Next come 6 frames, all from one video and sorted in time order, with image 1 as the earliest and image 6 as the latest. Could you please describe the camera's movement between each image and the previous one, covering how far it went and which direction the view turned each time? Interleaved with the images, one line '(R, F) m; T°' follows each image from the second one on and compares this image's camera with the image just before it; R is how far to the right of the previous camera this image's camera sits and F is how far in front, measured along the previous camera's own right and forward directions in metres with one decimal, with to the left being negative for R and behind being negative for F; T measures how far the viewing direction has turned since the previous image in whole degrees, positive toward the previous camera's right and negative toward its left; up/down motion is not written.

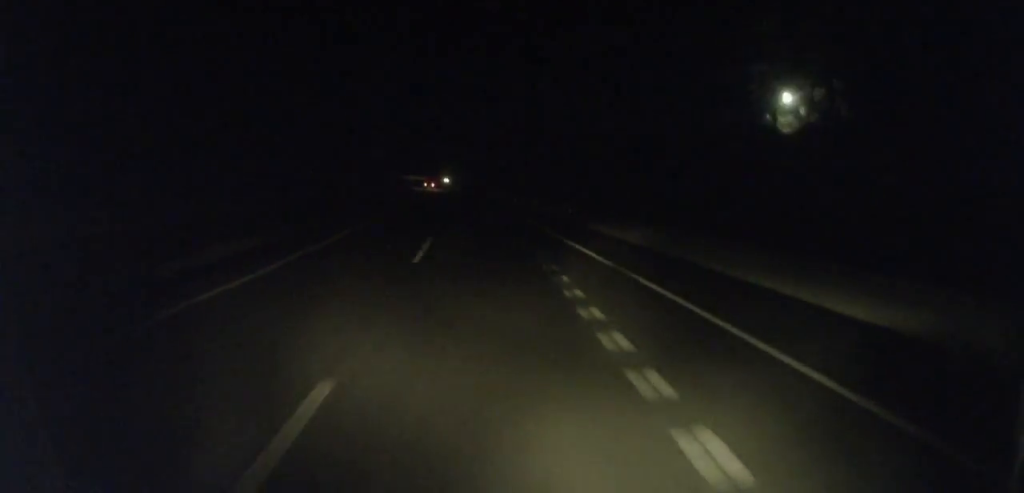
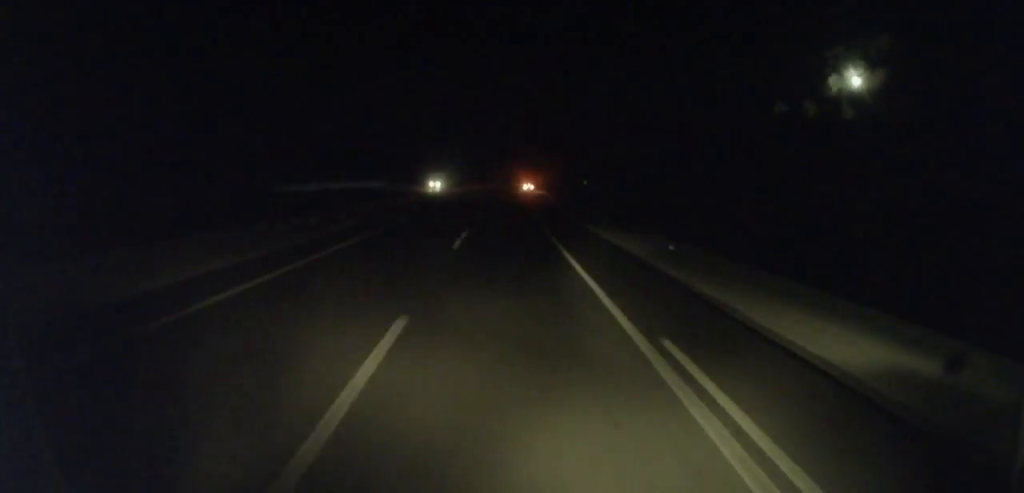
(-9.7, +113.5) m; -5°
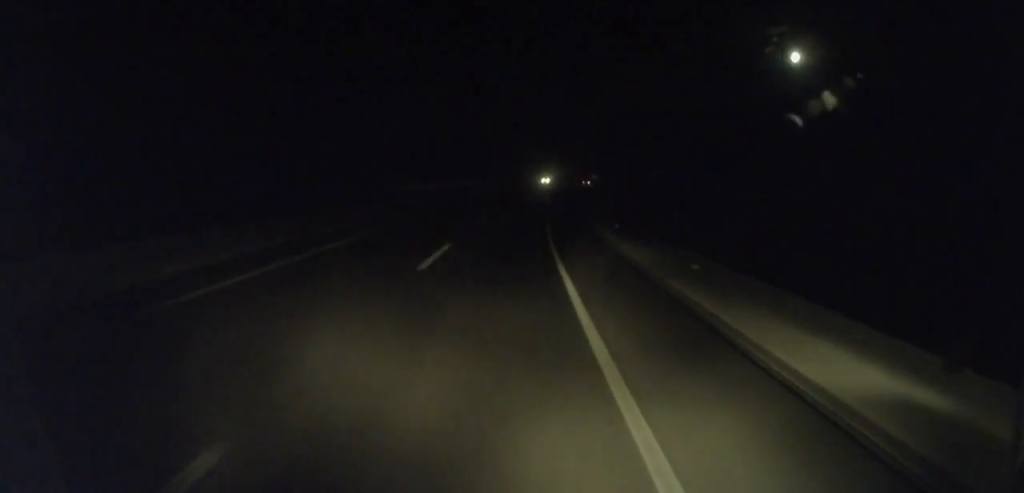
(+3.3, +124.2) m; +5°
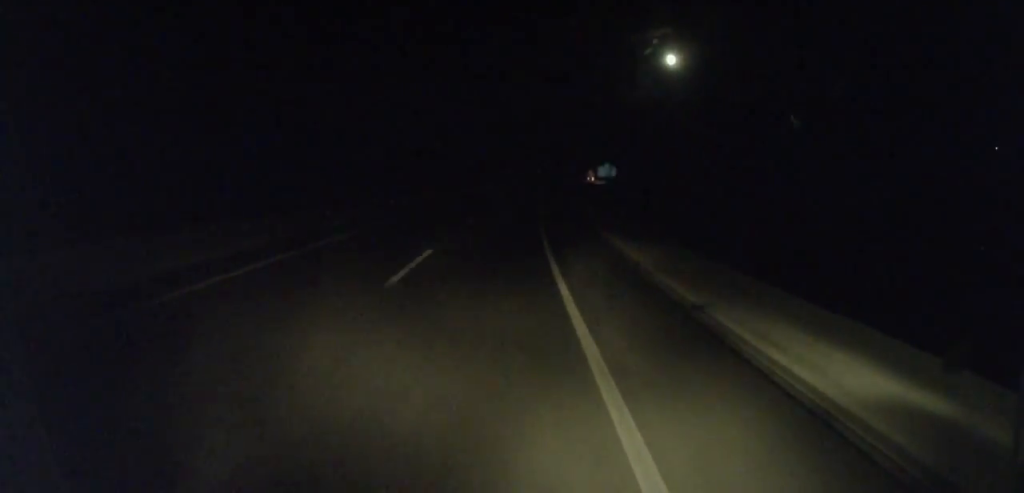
(+8.9, +118.7) m; +9°
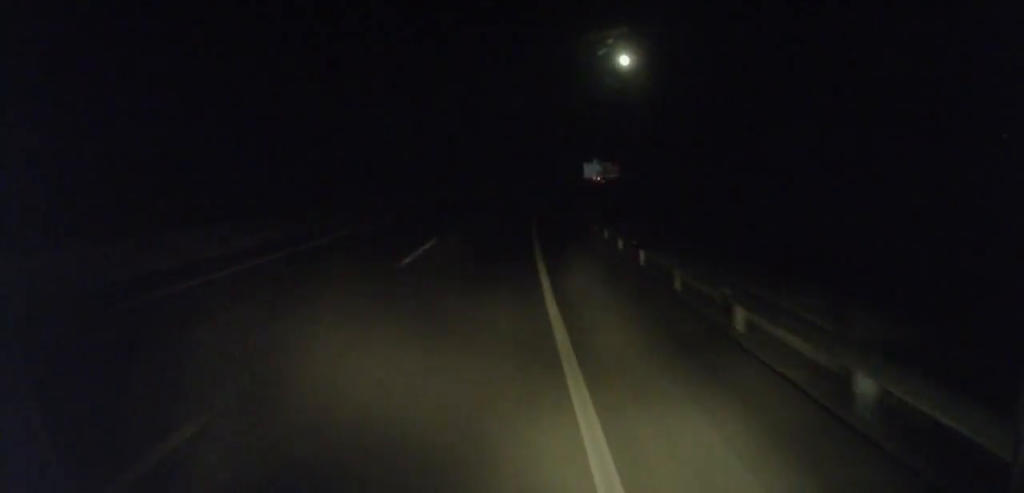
(+0.5, +47.2) m; +4°
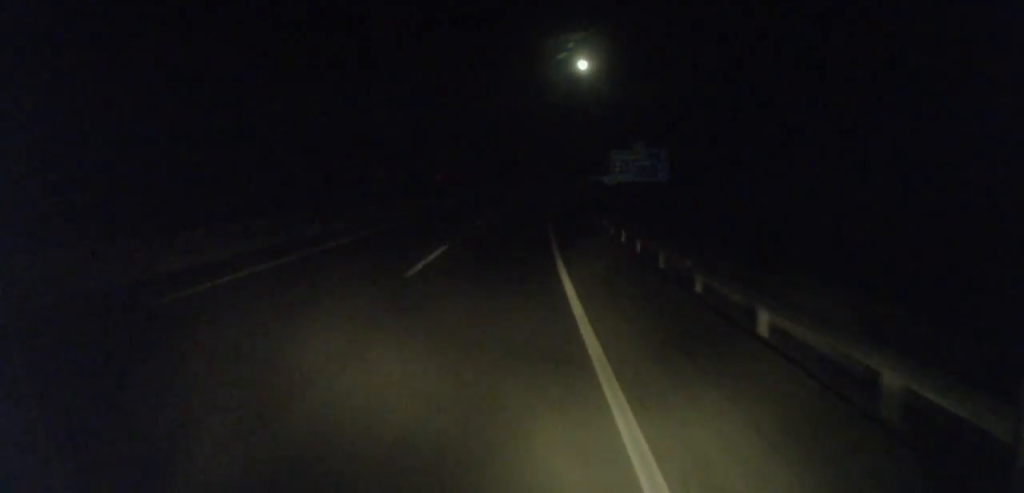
(+3.3, +53.0) m; +5°
